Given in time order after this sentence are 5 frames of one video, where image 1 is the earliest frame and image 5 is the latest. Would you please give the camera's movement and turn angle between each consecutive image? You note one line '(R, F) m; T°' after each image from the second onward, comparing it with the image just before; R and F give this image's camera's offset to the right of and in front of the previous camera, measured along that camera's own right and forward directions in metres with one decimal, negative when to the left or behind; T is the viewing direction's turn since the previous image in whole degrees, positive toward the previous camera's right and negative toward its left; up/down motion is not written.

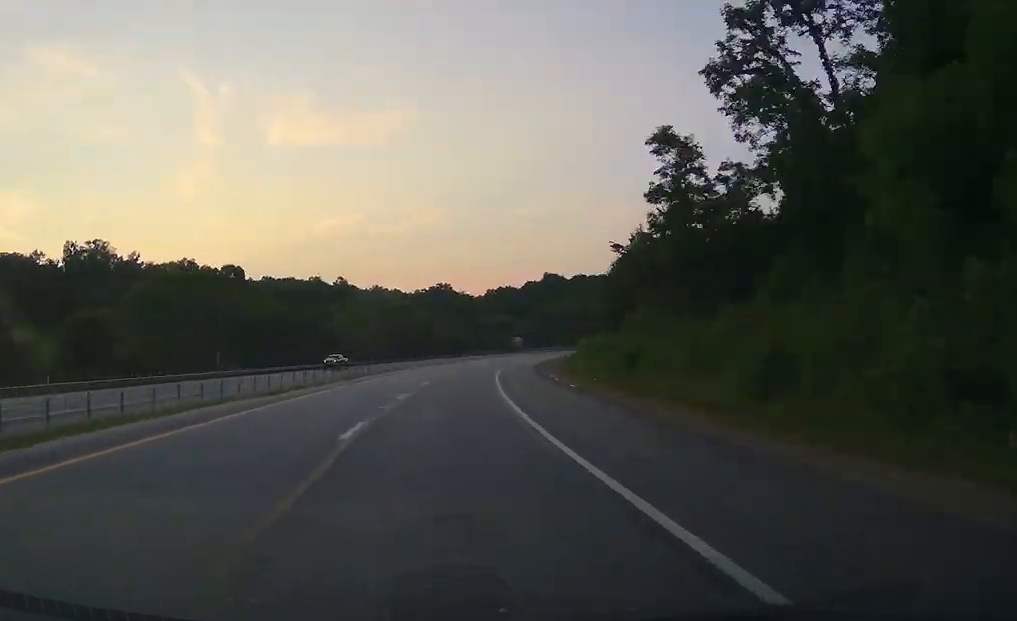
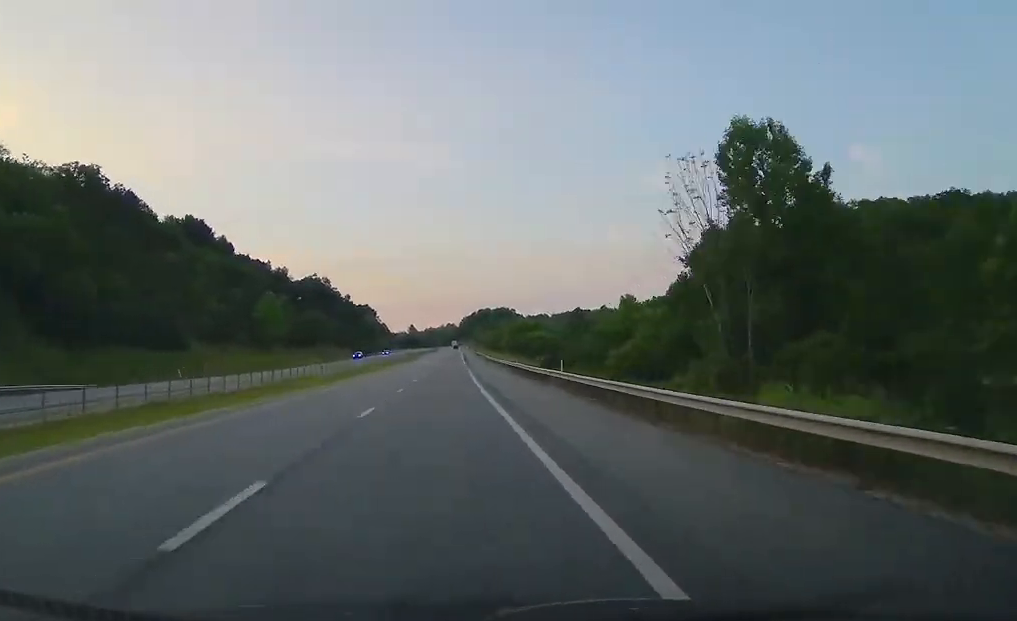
(+119.4, +330.0) m; +33°
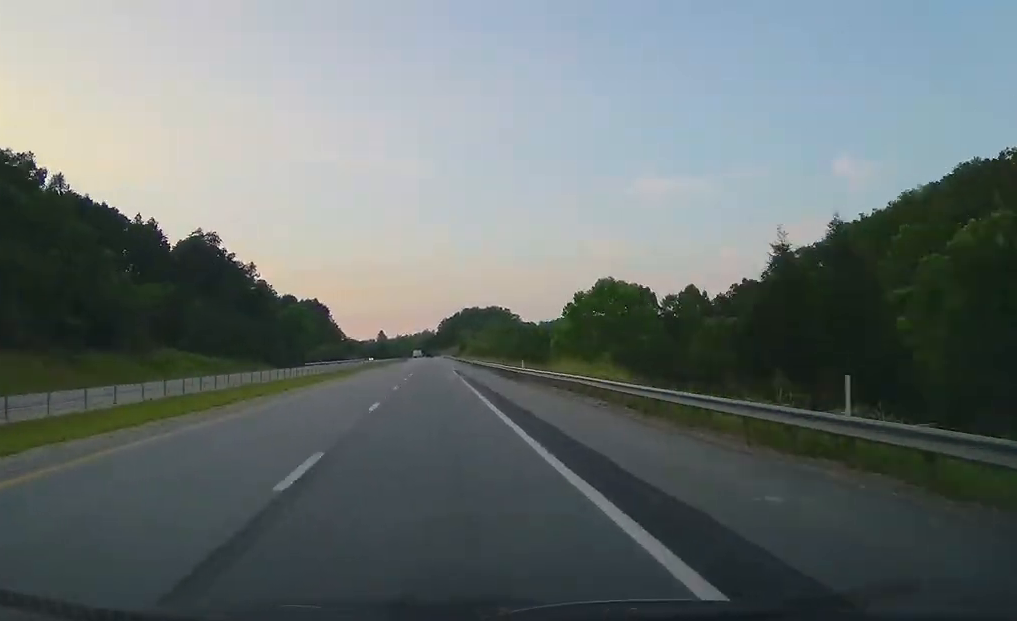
(+2.4, +118.8) m; +1°
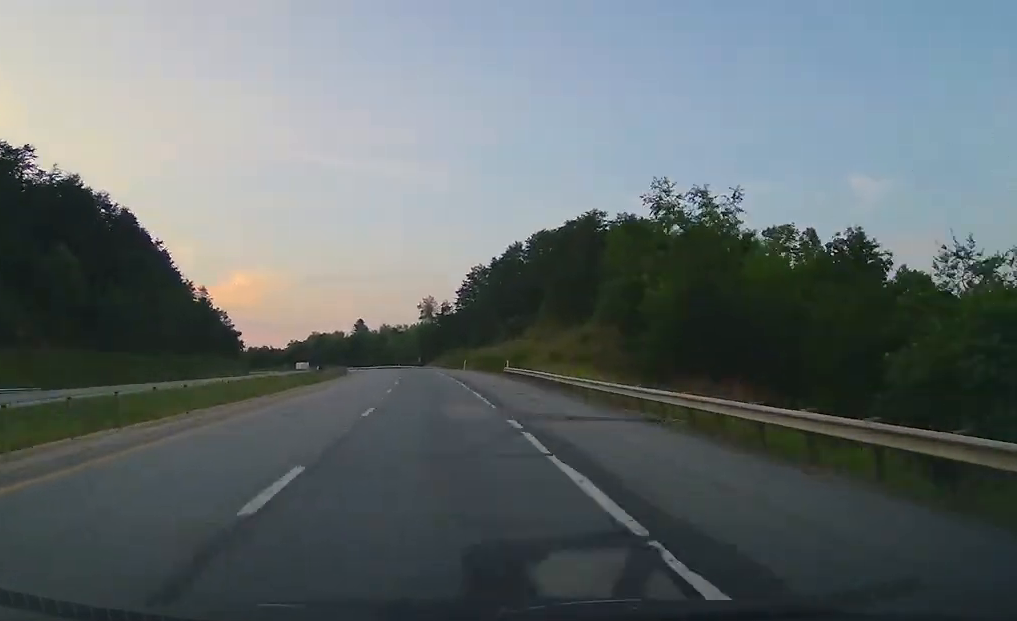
(-2.0, +272.0) m; -5°
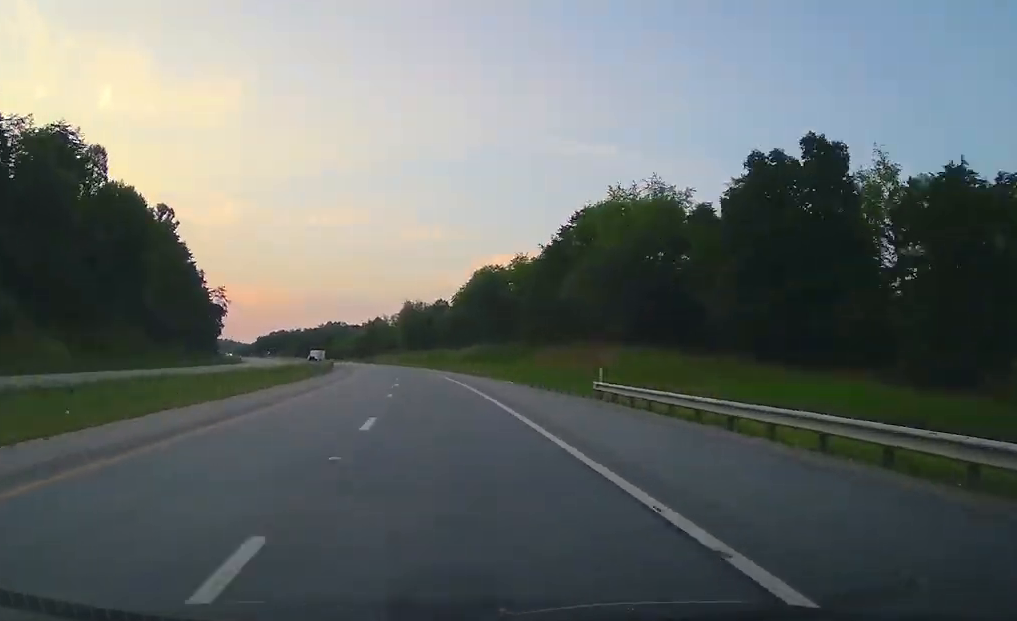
(-49.4, +279.7) m; -22°
